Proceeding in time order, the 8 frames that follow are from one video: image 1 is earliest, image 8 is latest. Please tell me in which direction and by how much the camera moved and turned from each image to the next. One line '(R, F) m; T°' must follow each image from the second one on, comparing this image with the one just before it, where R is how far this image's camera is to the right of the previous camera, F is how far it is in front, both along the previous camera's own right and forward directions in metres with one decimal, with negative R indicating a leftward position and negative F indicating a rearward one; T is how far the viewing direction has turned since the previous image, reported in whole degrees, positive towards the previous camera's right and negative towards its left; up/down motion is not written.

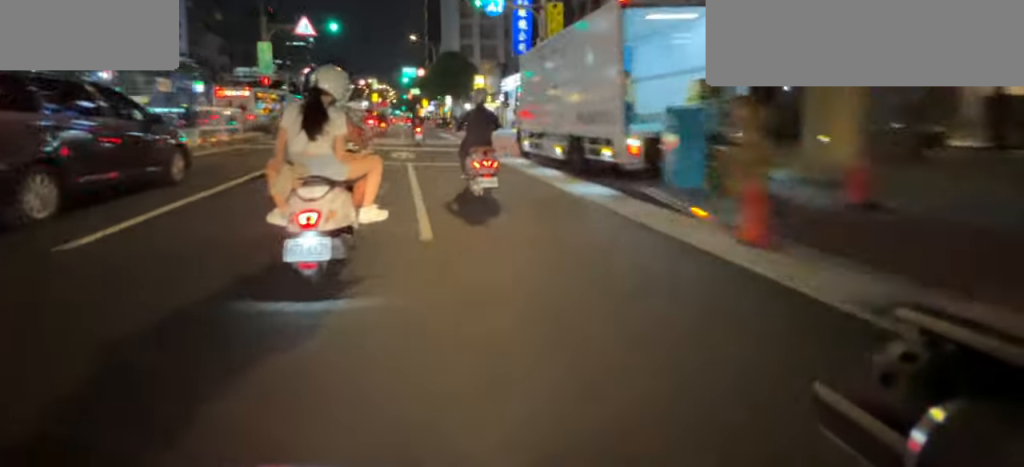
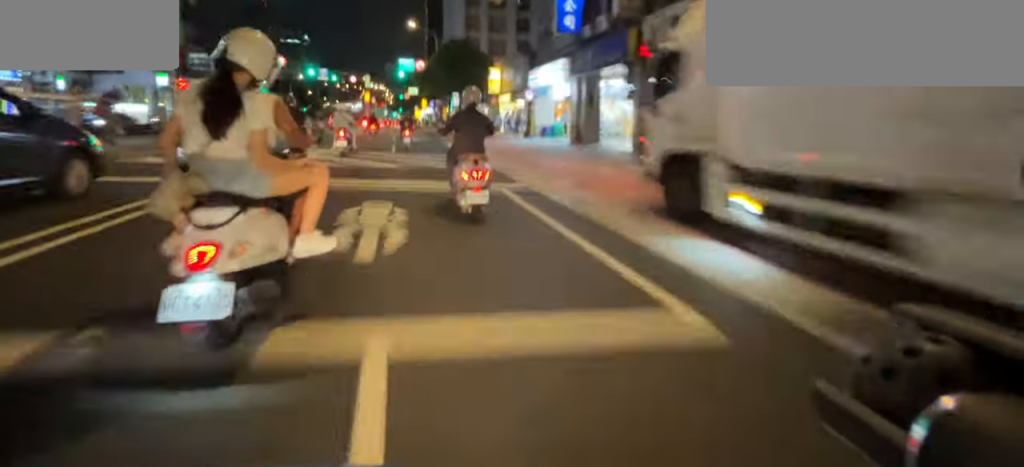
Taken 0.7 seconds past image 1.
(0.0, +7.0) m; 0°
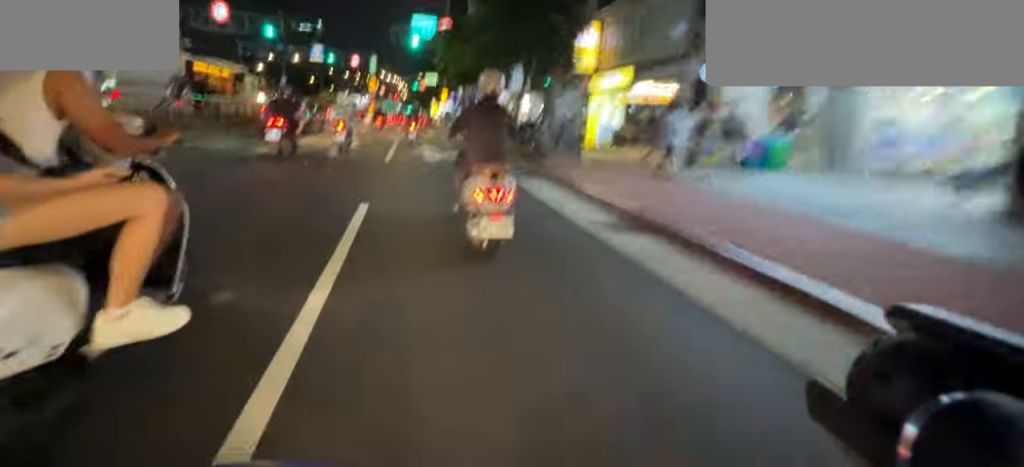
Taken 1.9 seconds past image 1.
(-0.1, +9.7) m; -1°
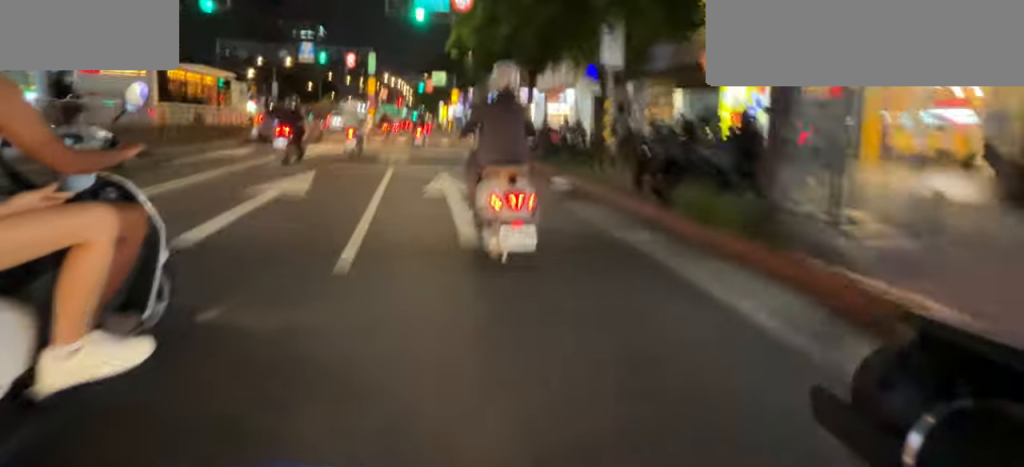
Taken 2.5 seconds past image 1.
(-0.1, +6.0) m; 0°
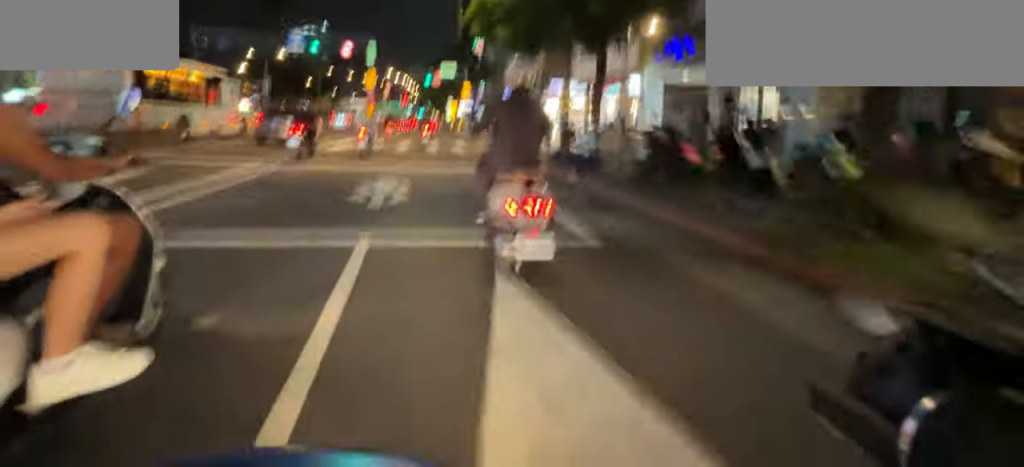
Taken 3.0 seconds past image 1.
(0.0, +5.1) m; 0°
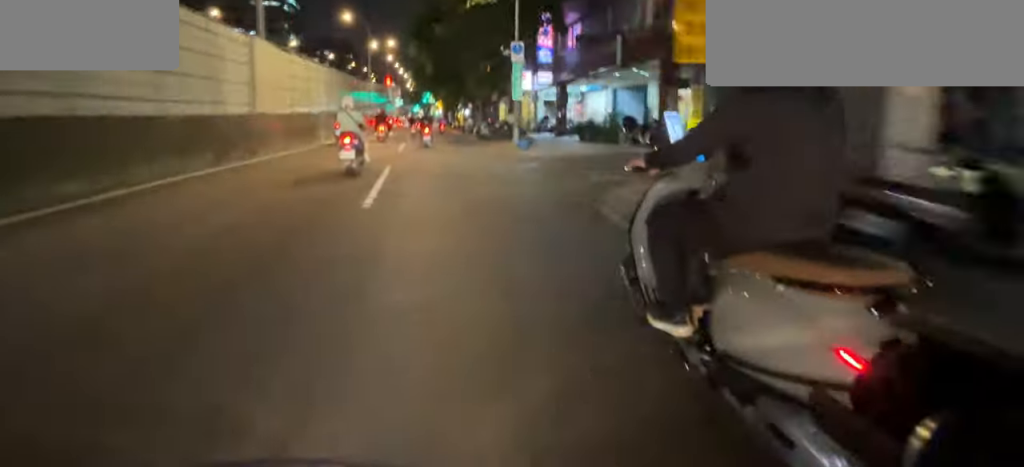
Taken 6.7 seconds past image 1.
(0.0, +45.6) m; 0°
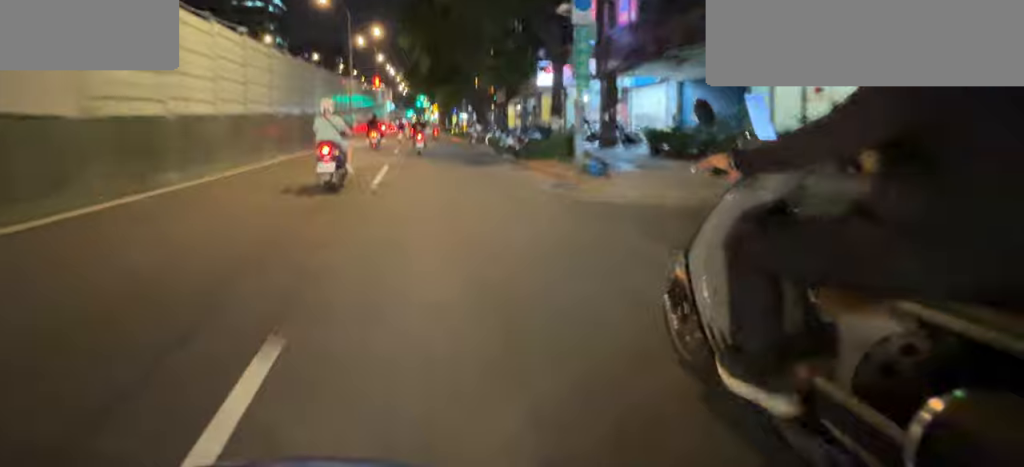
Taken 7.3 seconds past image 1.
(0.0, +8.7) m; 0°
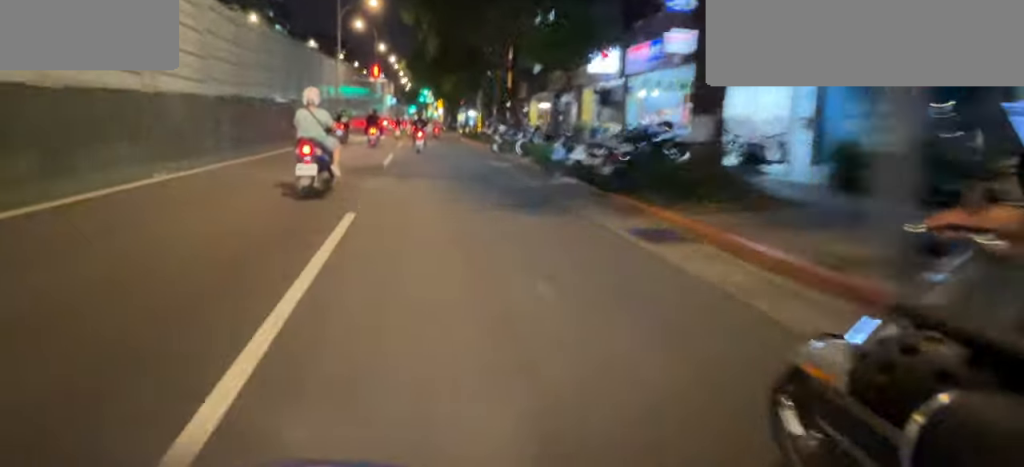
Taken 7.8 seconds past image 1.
(0.0, +7.9) m; 0°
